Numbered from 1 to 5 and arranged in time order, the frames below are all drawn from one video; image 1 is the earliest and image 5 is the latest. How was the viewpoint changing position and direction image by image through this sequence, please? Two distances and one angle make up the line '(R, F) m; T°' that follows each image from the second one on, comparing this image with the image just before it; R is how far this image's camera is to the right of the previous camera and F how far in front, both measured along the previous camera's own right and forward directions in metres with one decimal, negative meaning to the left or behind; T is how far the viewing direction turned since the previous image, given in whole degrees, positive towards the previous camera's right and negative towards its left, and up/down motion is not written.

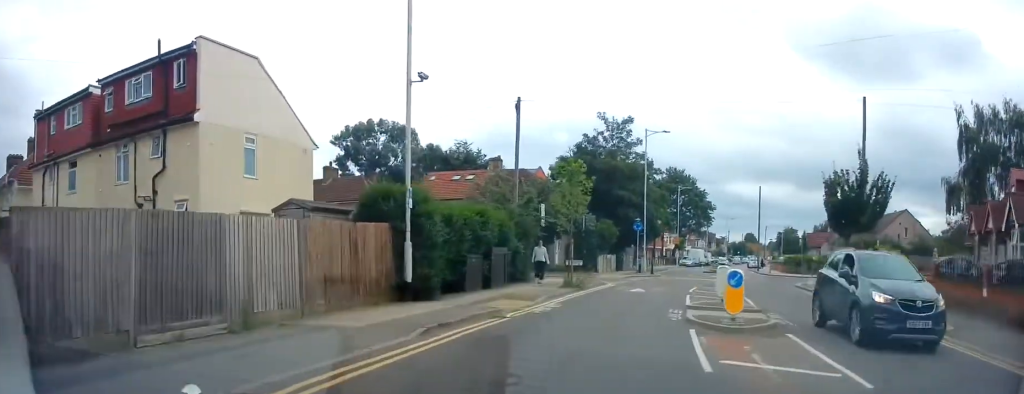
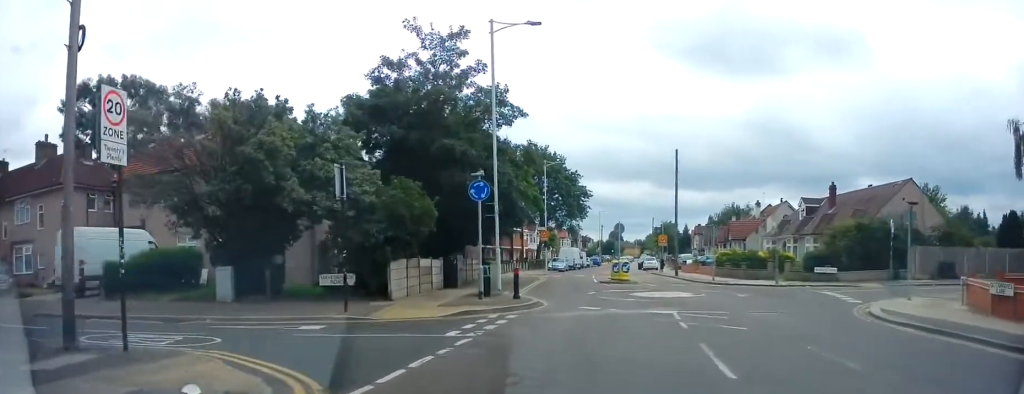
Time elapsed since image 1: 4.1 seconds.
(+2.4, +21.2) m; +8°
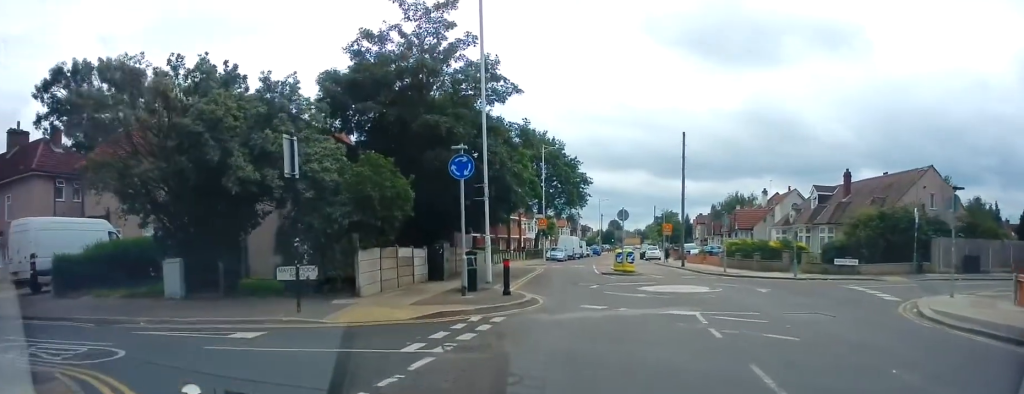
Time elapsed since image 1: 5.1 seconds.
(0.0, +2.5) m; 0°
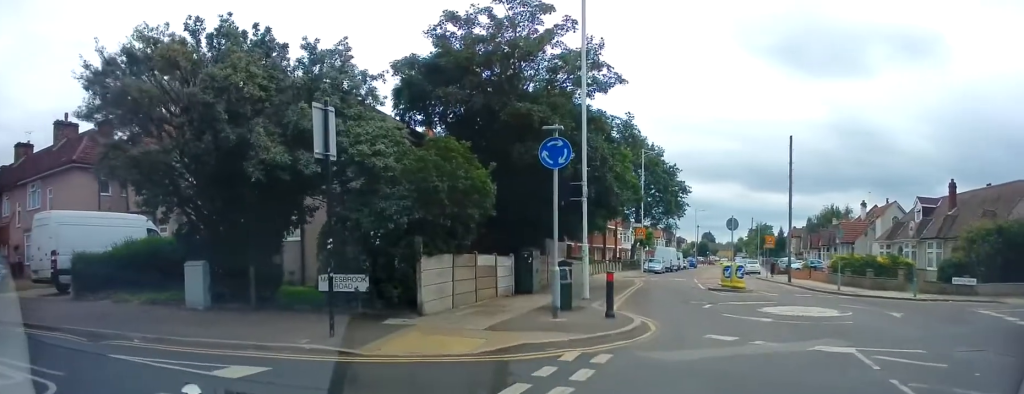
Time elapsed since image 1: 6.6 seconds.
(0.0, +3.2) m; -13°
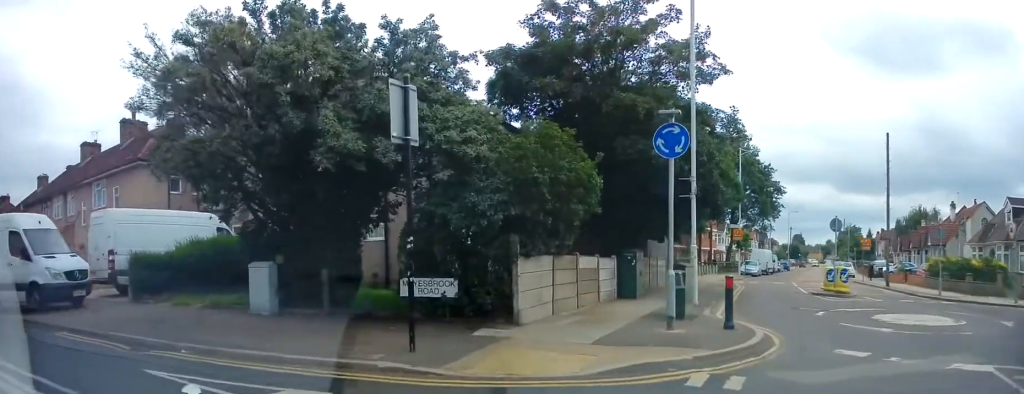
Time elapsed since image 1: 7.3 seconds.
(-0.3, +1.2) m; -18°
